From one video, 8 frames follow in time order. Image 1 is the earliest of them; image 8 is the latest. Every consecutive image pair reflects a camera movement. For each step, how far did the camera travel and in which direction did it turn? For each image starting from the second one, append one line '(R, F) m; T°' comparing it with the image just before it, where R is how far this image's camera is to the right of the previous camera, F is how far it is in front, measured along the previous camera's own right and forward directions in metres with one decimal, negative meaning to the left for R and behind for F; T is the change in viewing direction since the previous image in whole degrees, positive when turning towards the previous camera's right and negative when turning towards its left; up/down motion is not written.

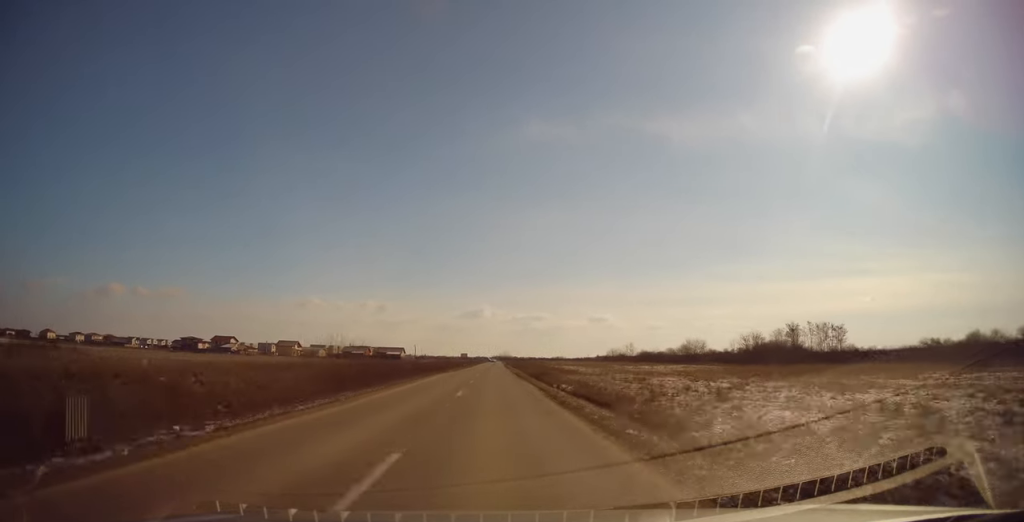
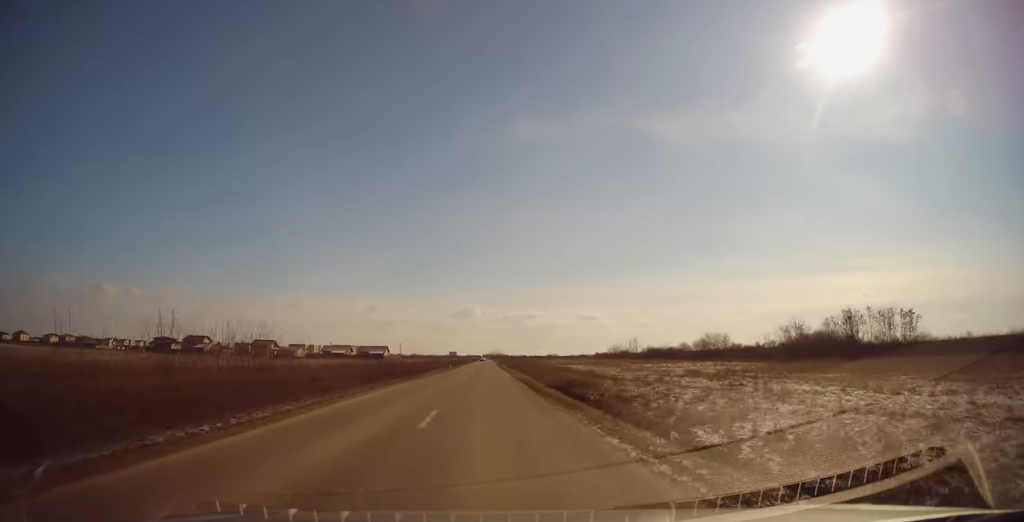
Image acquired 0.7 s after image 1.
(0.0, +19.8) m; 0°
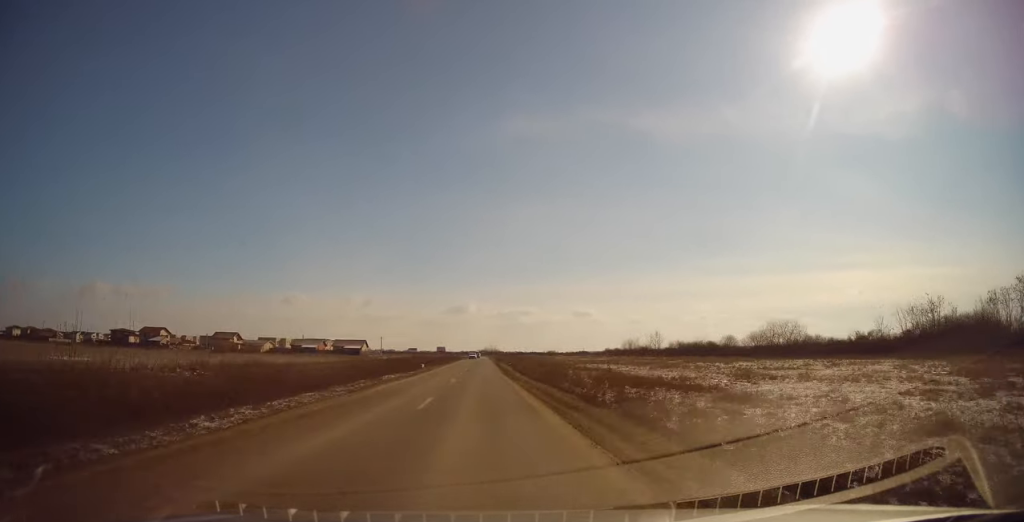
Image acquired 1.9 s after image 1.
(+0.4, +34.4) m; +2°
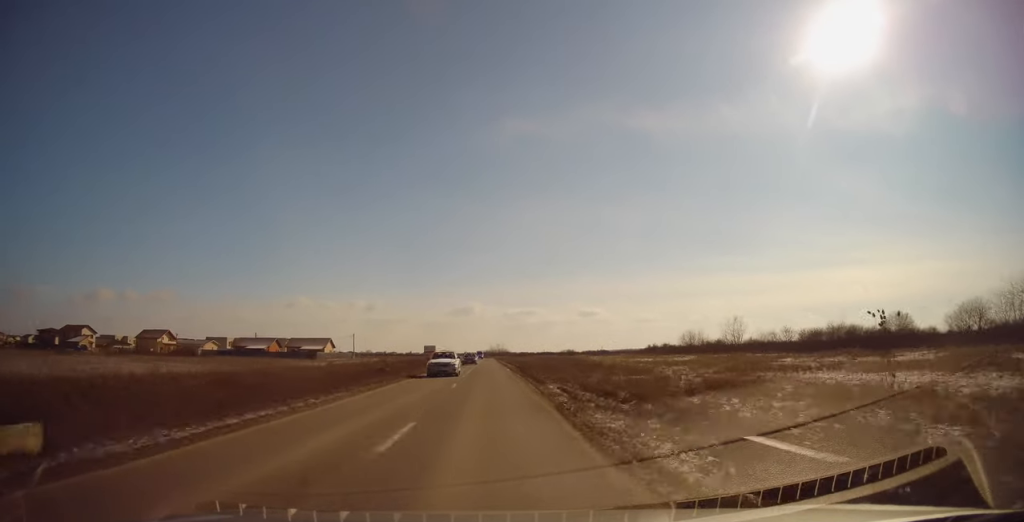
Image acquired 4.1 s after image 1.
(-0.1, +57.1) m; -1°
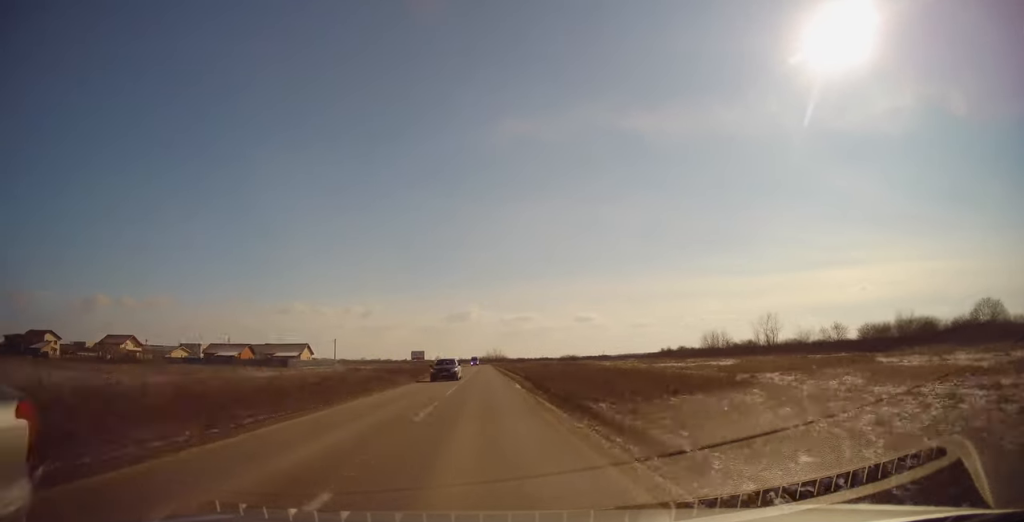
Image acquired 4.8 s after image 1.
(-0.2, +18.3) m; 0°
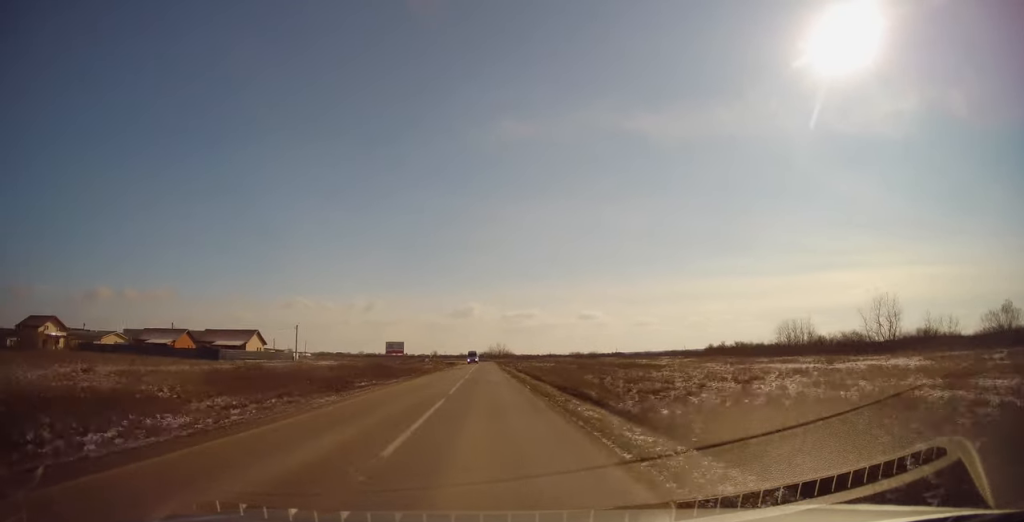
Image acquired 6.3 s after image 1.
(+0.2, +34.9) m; 0°
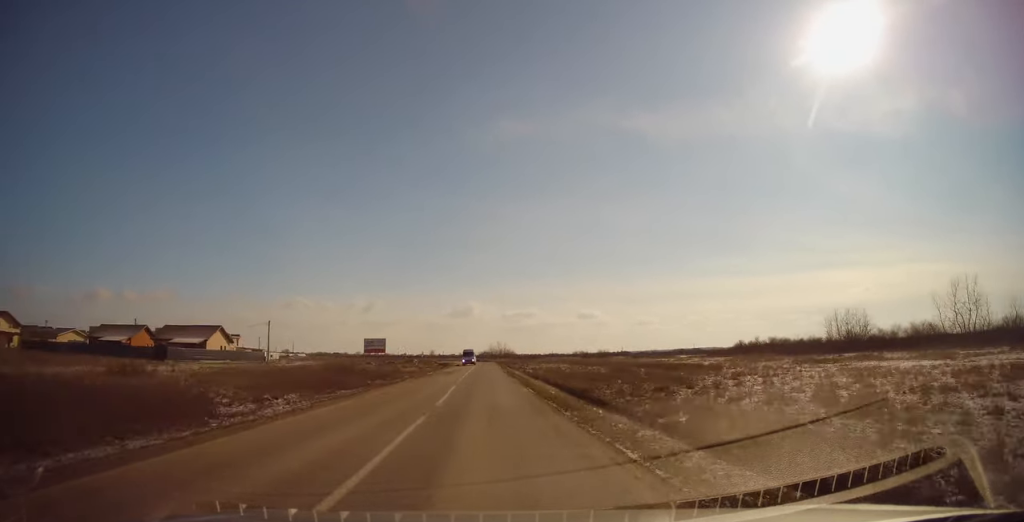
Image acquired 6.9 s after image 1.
(-0.3, +16.0) m; 0°
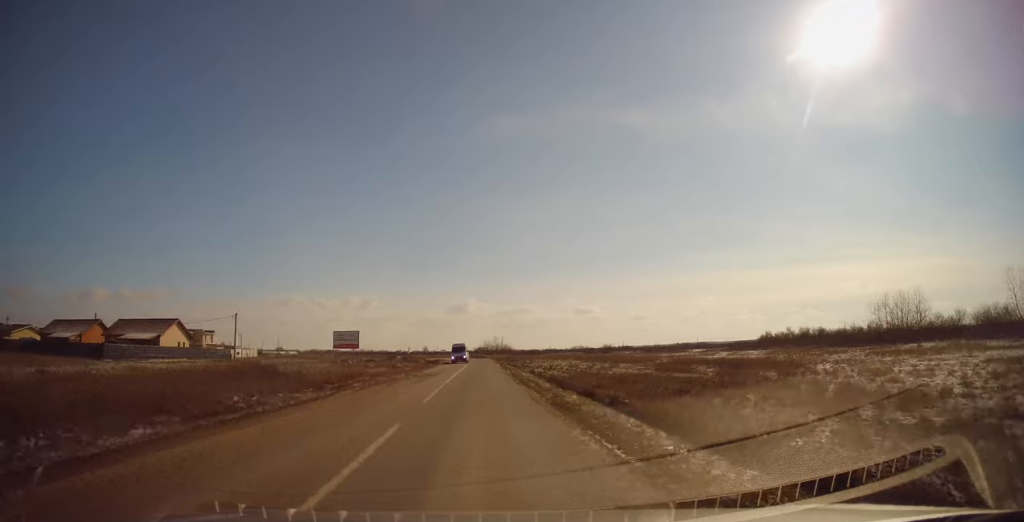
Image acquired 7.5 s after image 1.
(+0.4, +13.2) m; +1°
